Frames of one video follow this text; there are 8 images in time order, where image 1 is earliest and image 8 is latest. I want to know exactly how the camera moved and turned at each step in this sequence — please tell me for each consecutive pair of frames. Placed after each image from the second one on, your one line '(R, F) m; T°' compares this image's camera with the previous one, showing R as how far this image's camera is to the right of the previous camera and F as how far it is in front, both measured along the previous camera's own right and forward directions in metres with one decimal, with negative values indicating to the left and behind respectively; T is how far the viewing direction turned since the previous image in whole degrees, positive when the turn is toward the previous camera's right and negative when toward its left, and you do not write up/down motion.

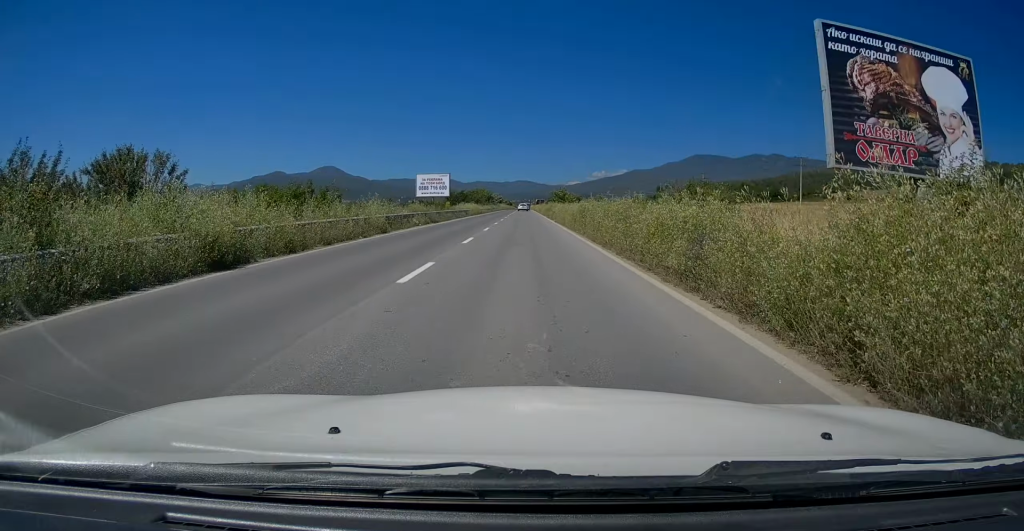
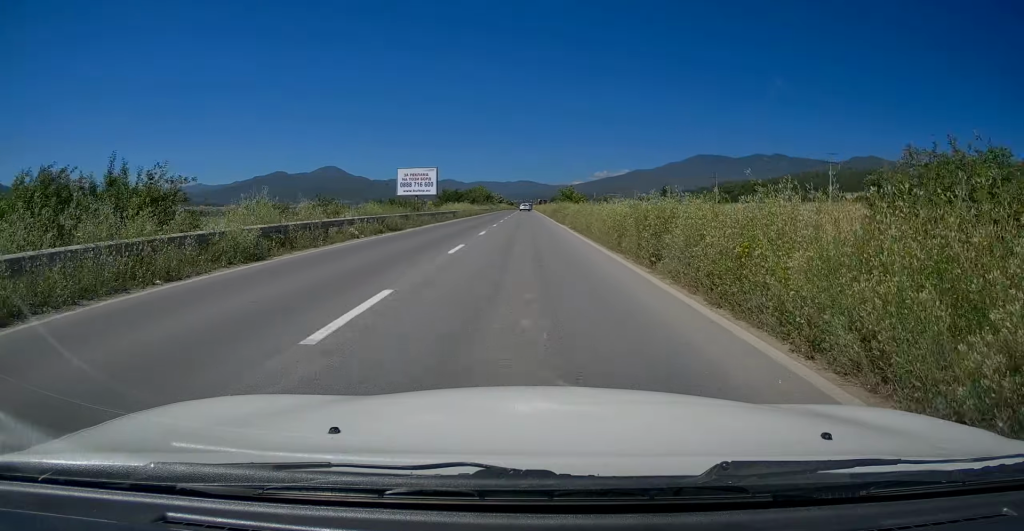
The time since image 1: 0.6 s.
(0.0, +12.8) m; 0°
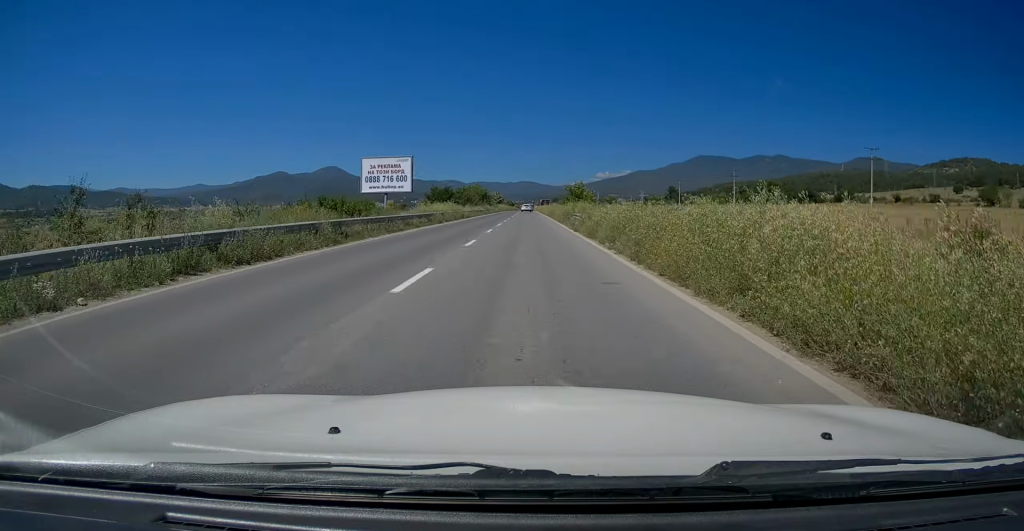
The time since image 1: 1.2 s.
(-0.1, +15.0) m; +1°
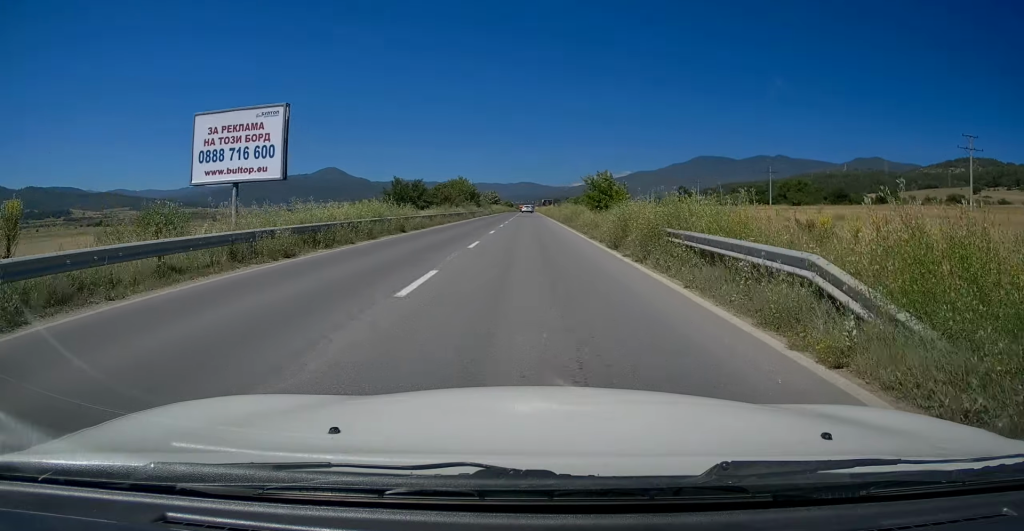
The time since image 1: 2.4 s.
(+0.4, +27.0) m; 0°
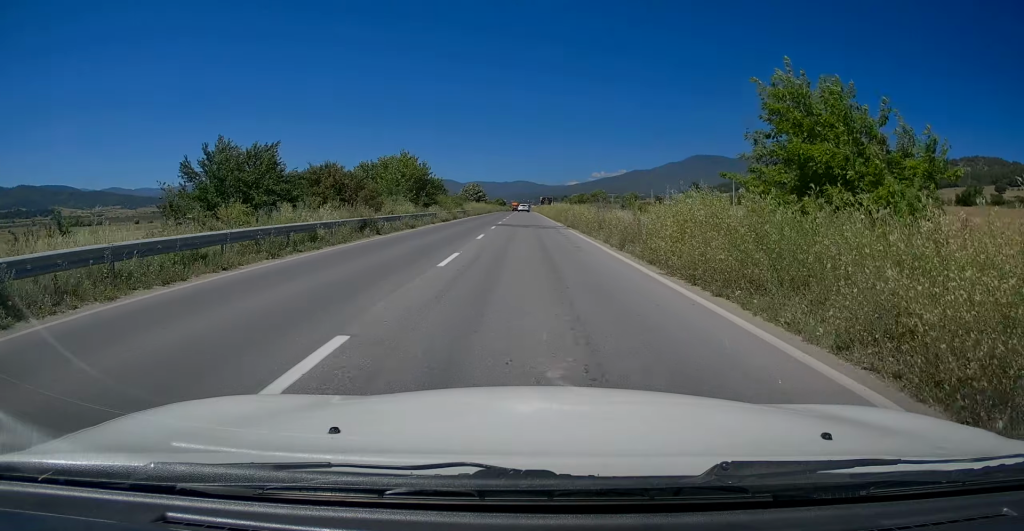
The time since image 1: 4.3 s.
(-0.7, +40.8) m; -1°
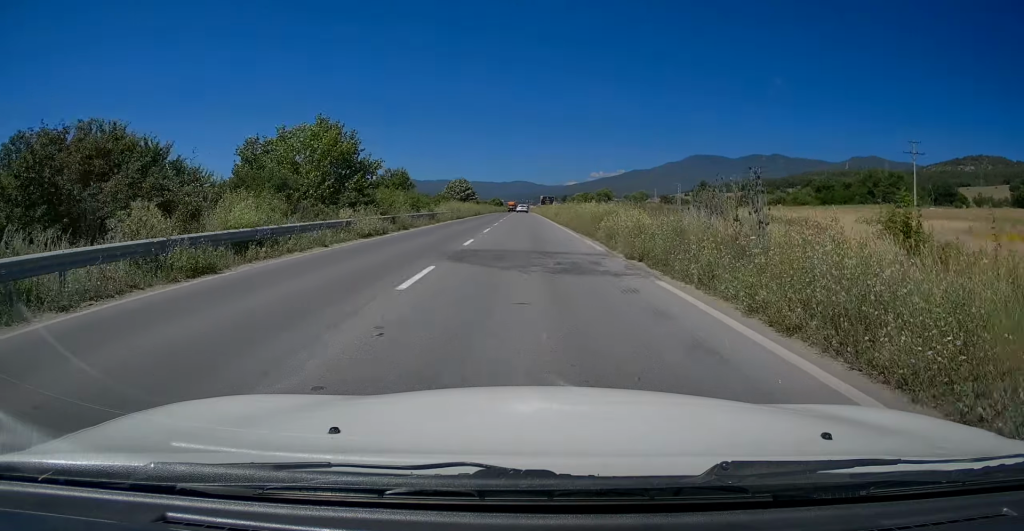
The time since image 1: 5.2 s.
(0.0, +20.8) m; +1°
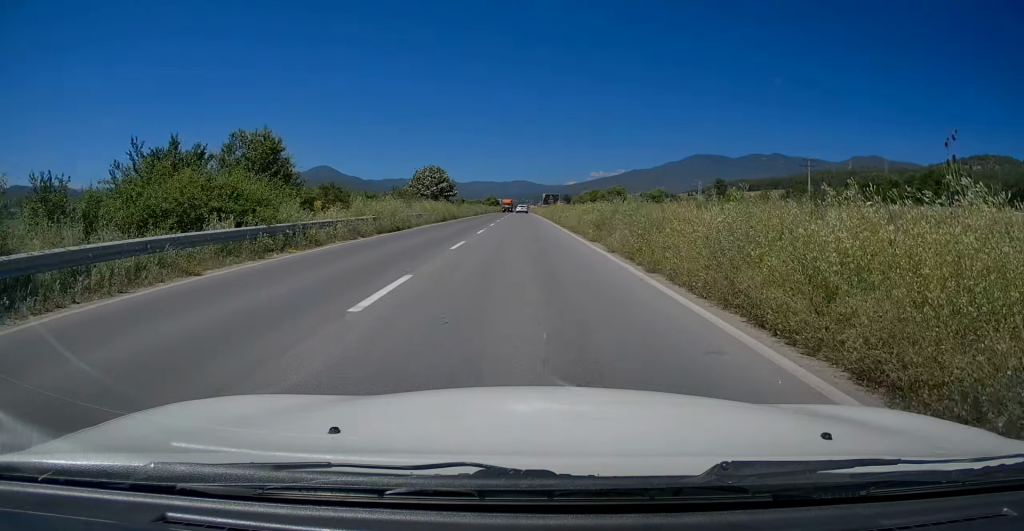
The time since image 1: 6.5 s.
(+0.4, +28.2) m; 0°
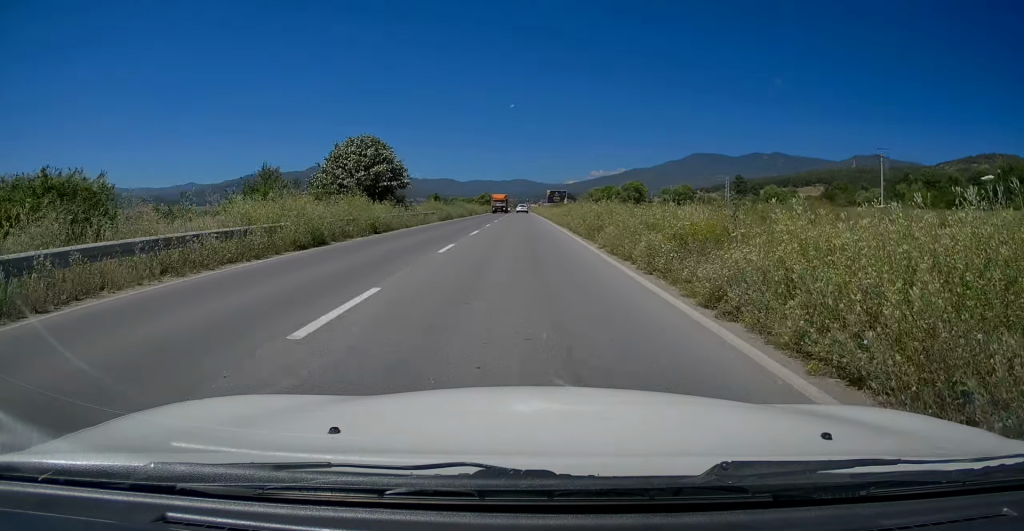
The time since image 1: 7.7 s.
(-0.5, +28.0) m; -1°
